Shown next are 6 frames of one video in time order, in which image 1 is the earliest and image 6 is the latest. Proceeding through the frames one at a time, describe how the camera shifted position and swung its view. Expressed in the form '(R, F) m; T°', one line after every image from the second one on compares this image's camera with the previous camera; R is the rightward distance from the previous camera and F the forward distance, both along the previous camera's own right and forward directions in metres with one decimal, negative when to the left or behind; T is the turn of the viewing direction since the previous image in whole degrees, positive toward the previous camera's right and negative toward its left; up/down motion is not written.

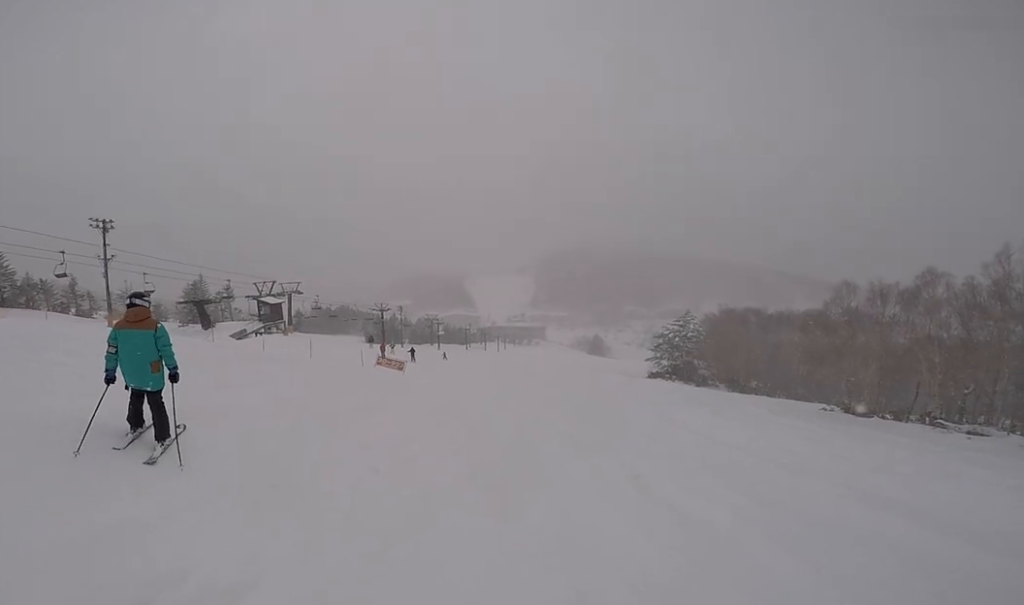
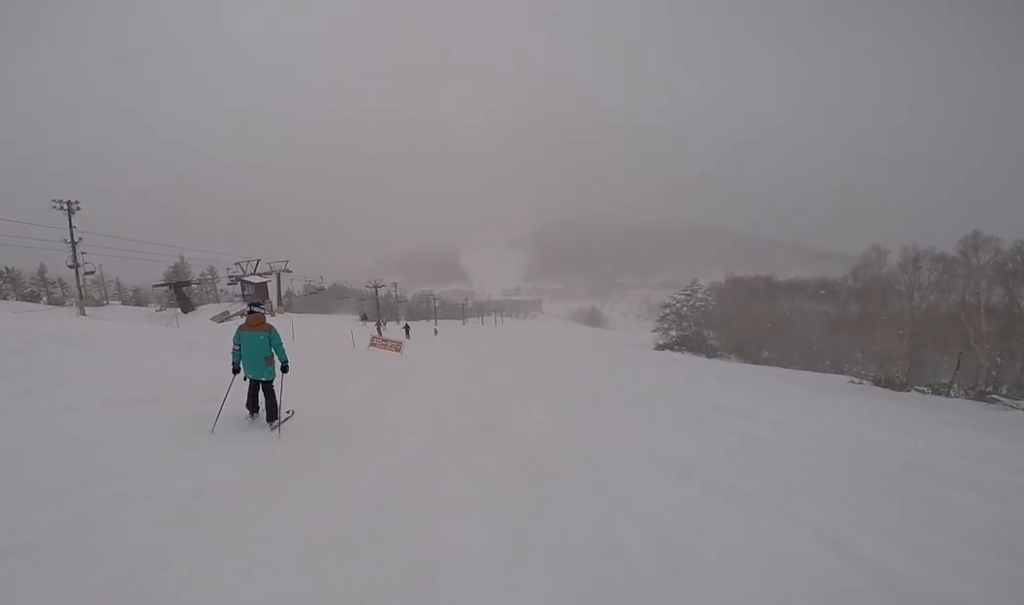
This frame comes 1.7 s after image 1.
(0.0, +5.4) m; 0°
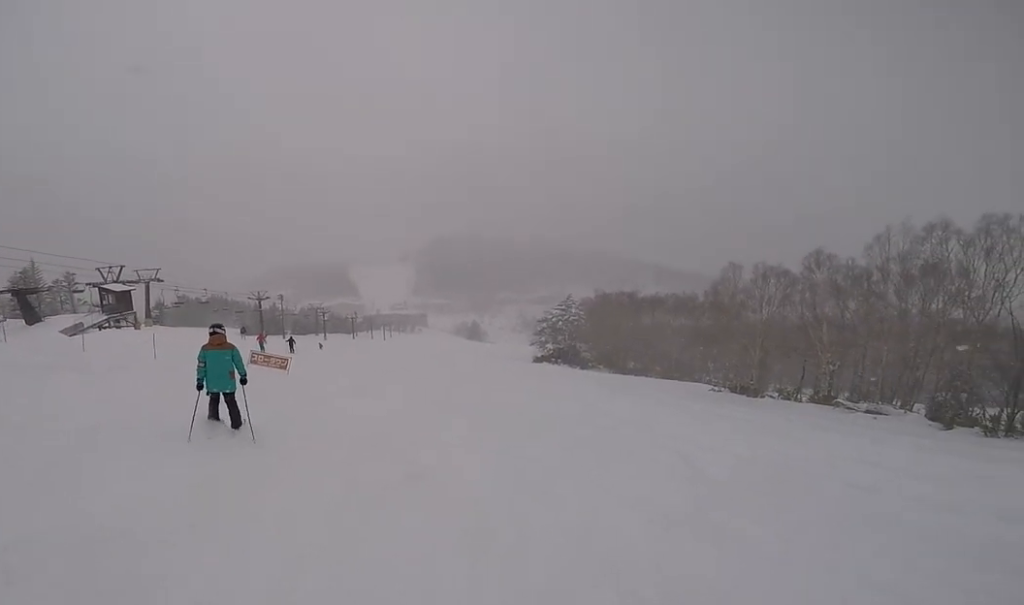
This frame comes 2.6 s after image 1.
(0.0, +3.8) m; 0°
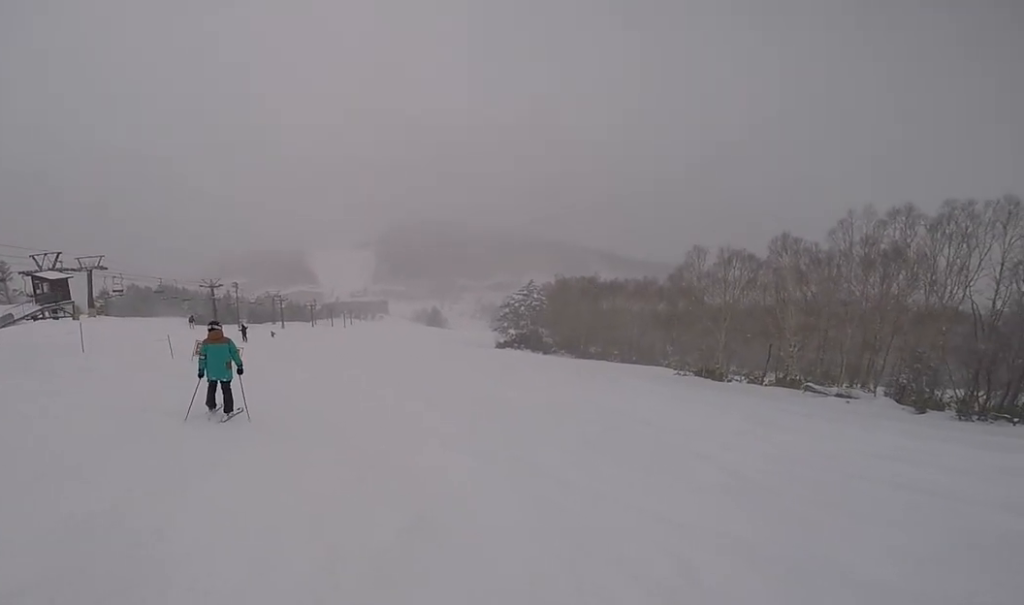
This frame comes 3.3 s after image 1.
(0.0, +3.4) m; 0°
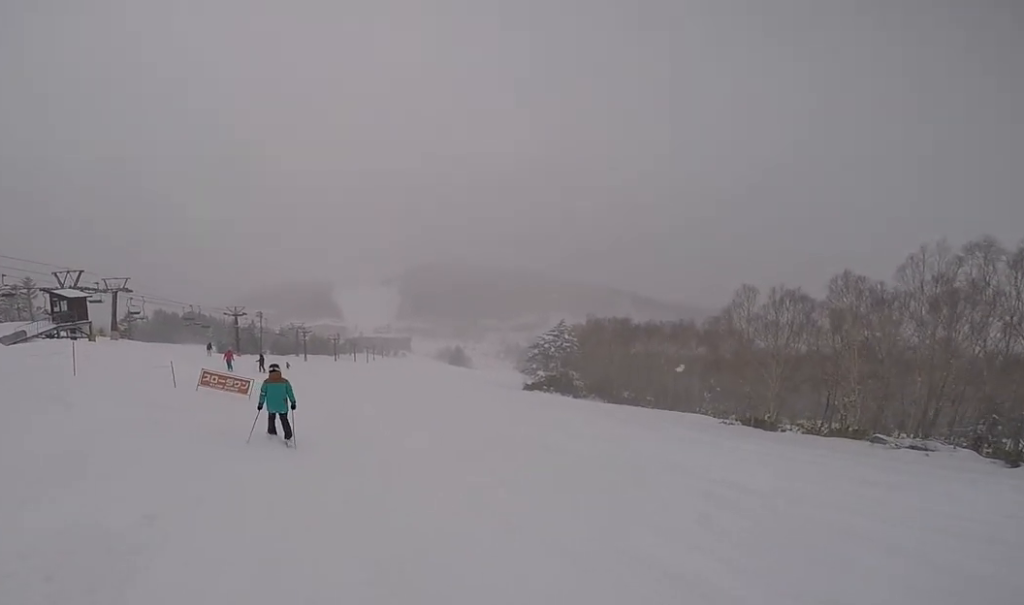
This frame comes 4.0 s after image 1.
(0.0, +3.5) m; -7°
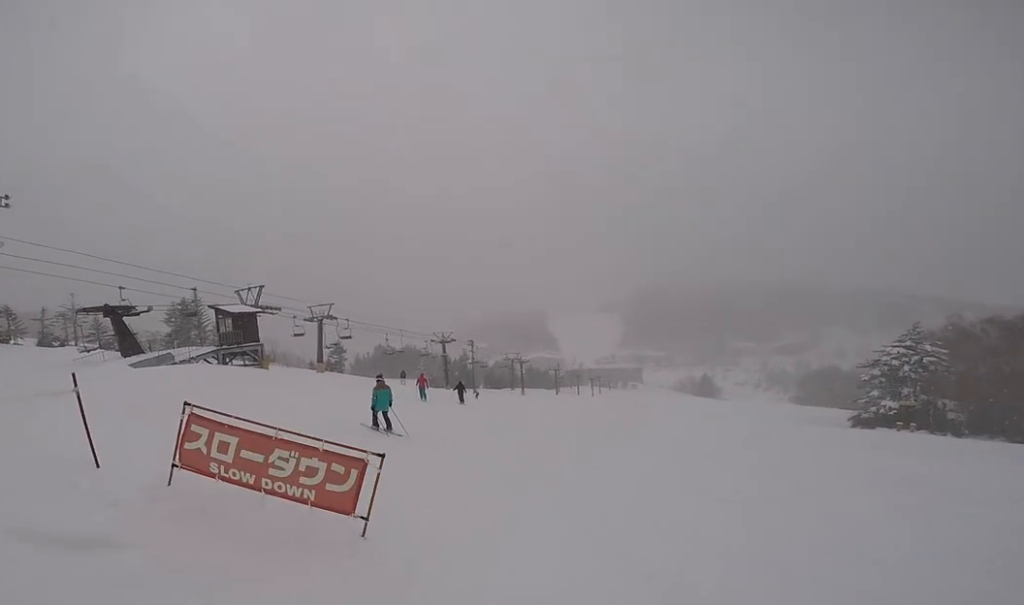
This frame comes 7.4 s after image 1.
(-3.4, +14.0) m; -16°
